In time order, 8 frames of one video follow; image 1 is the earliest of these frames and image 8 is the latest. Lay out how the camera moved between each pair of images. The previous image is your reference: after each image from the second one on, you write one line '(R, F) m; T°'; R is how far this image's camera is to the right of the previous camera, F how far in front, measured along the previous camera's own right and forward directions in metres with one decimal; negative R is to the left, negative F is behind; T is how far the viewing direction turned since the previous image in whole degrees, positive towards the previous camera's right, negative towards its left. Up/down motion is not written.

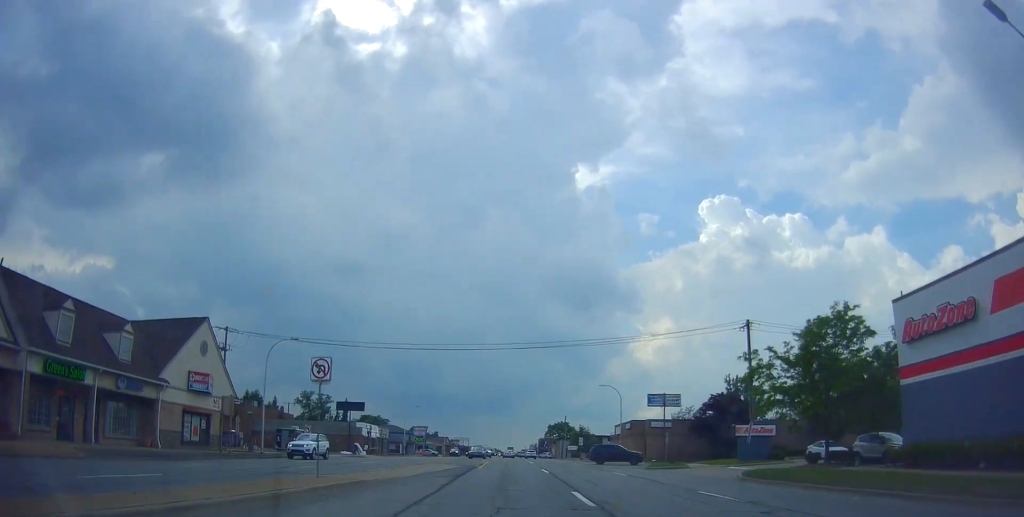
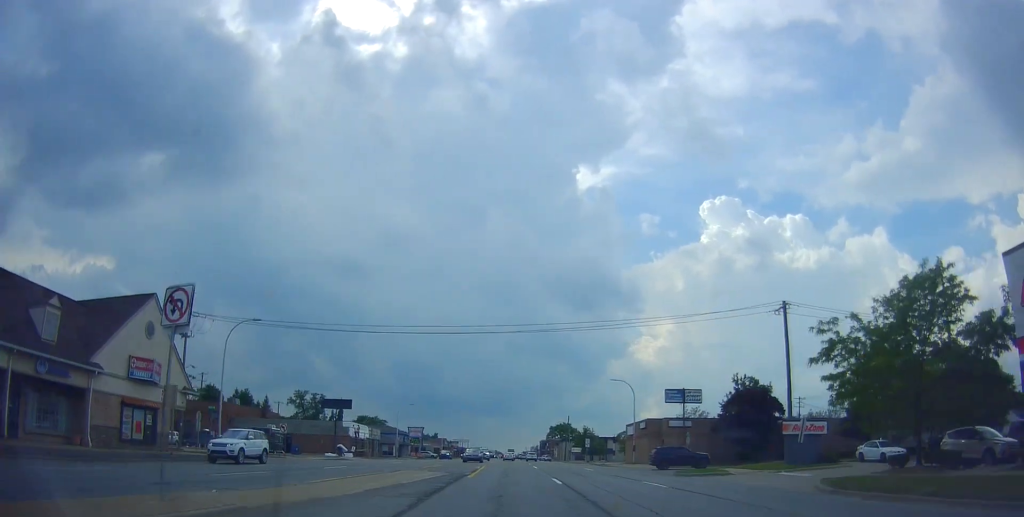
(0.0, +7.5) m; +1°
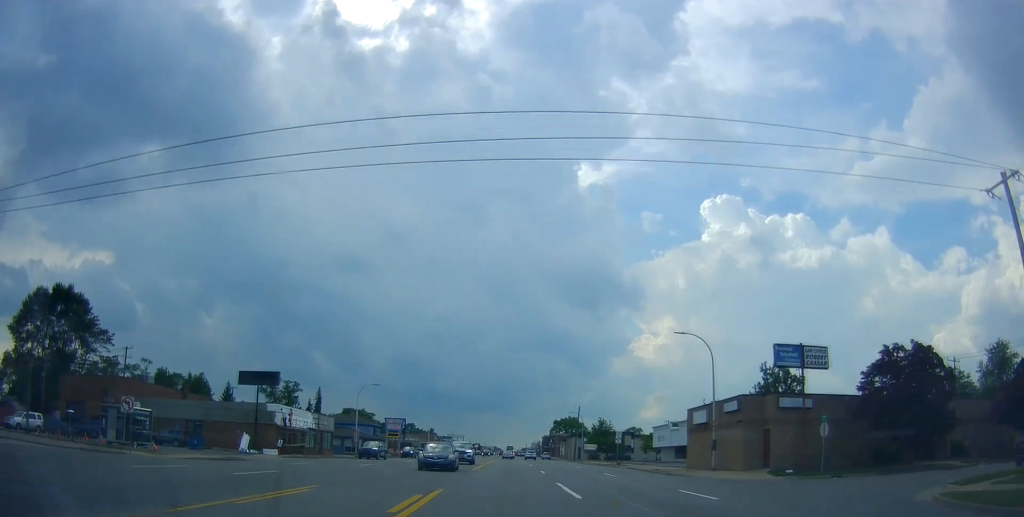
(+0.6, +26.0) m; +1°
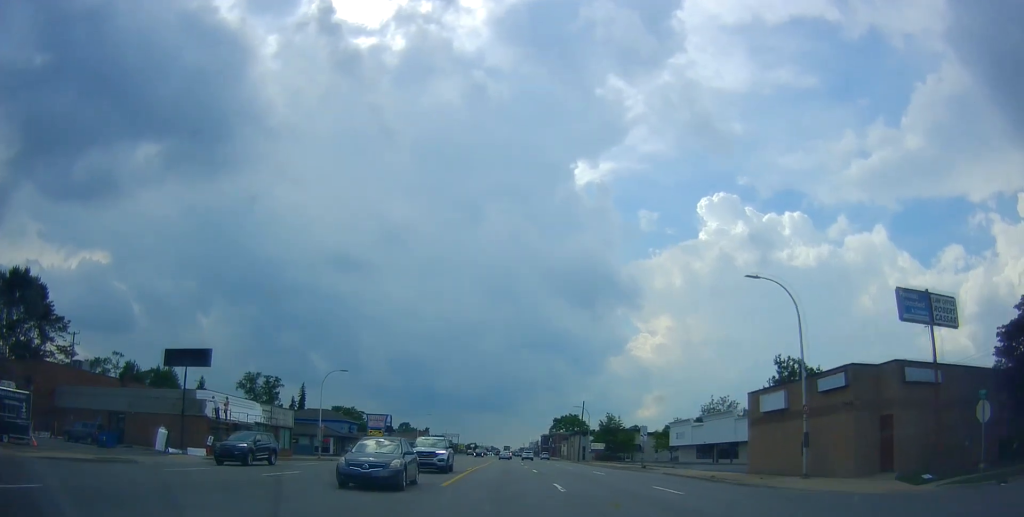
(-0.4, +13.0) m; -1°
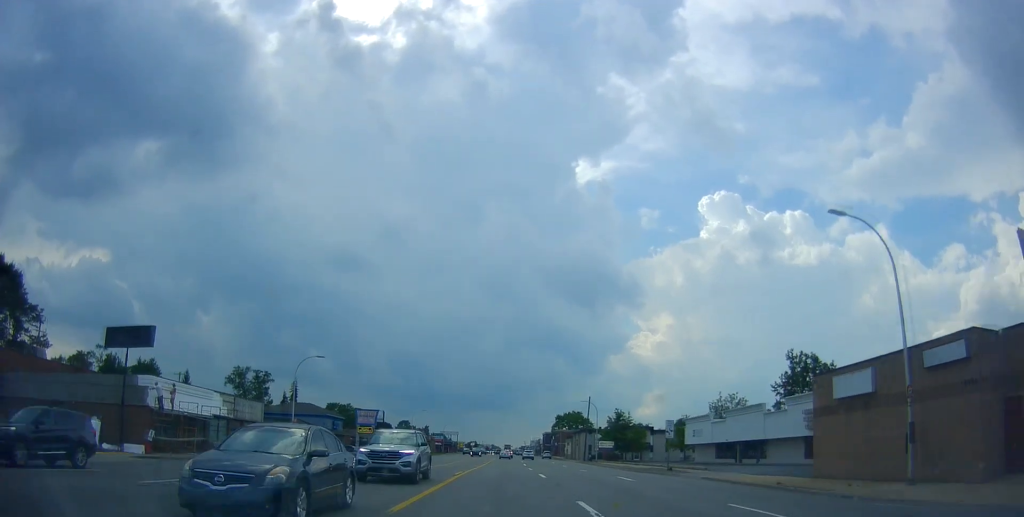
(0.0, +7.9) m; 0°
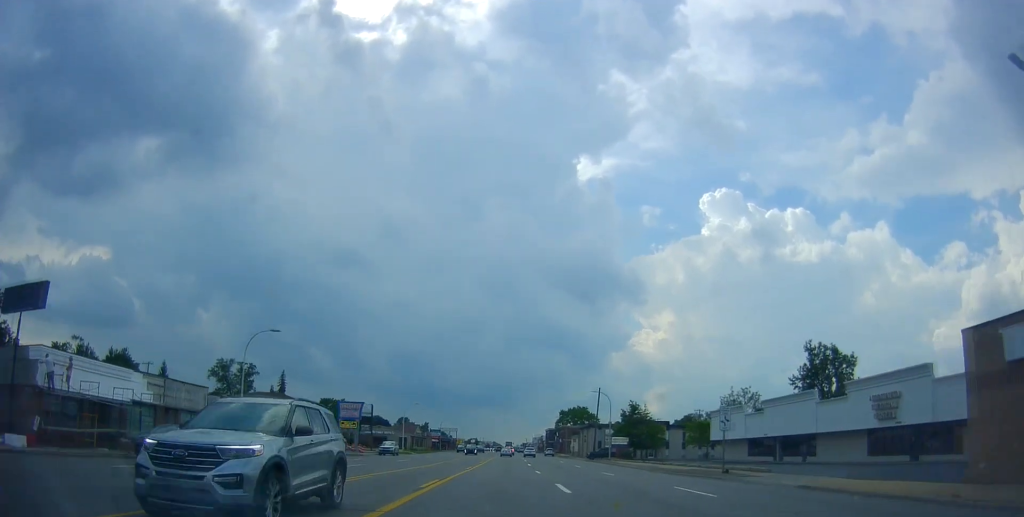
(0.0, +10.8) m; 0°
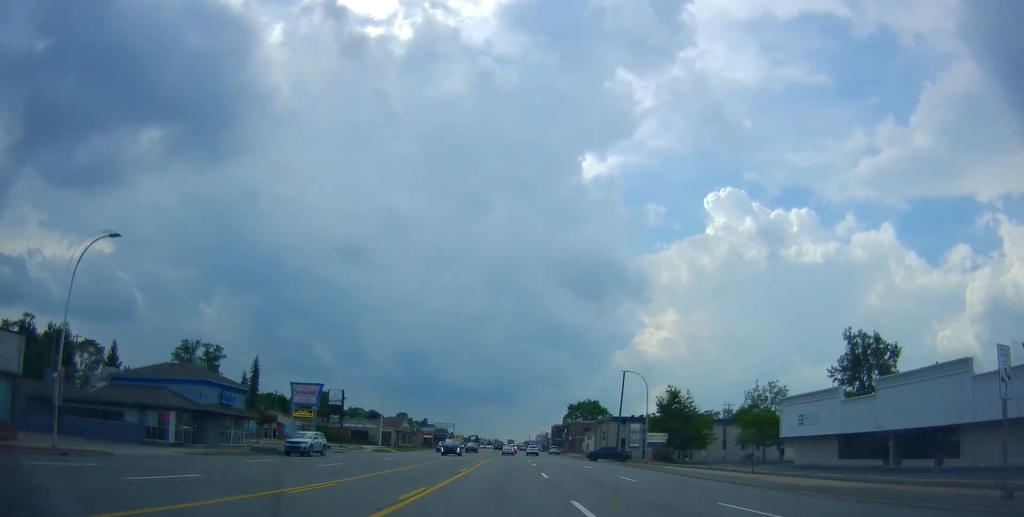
(0.0, +20.2) m; 0°
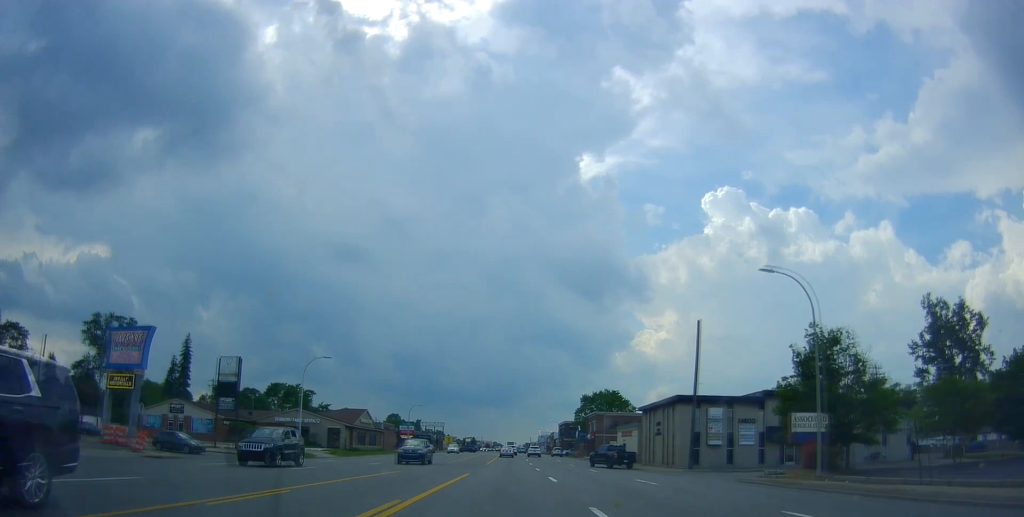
(+0.9, +34.4) m; +1°
